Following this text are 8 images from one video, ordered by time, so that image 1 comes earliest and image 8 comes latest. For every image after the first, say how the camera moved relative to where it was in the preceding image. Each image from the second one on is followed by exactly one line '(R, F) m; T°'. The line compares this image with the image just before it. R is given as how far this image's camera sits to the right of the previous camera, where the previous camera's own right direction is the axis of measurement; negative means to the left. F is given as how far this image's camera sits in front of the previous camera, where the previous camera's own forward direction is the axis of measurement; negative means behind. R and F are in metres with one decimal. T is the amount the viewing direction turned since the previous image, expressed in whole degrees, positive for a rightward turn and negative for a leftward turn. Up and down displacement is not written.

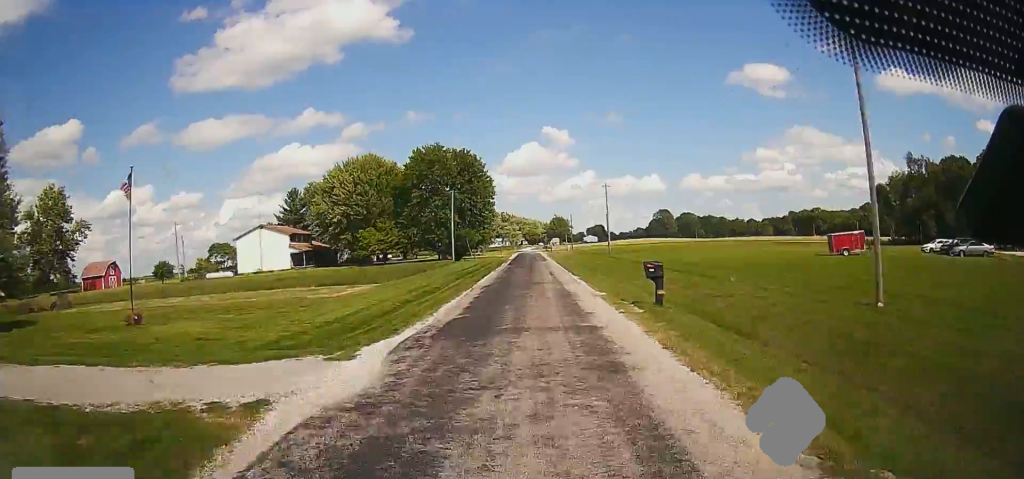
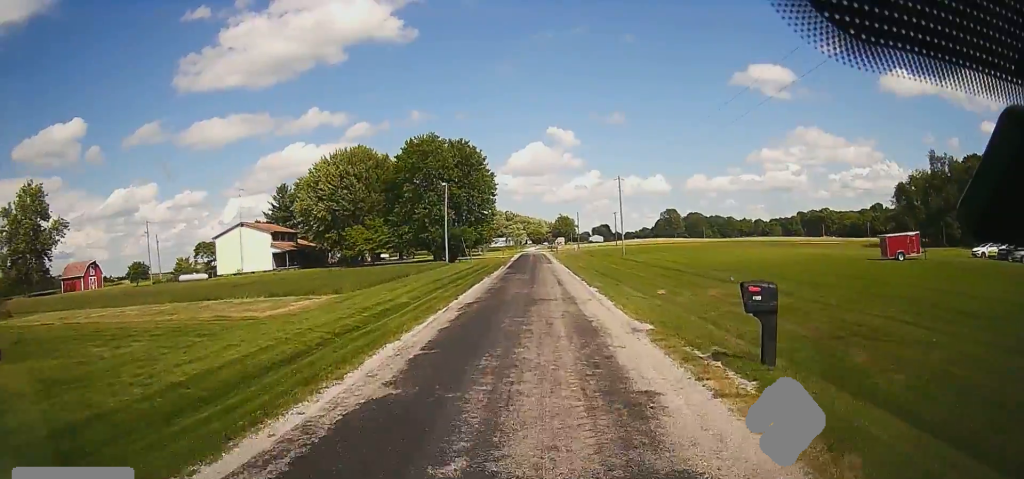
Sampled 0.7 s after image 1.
(0.0, +8.7) m; 0°
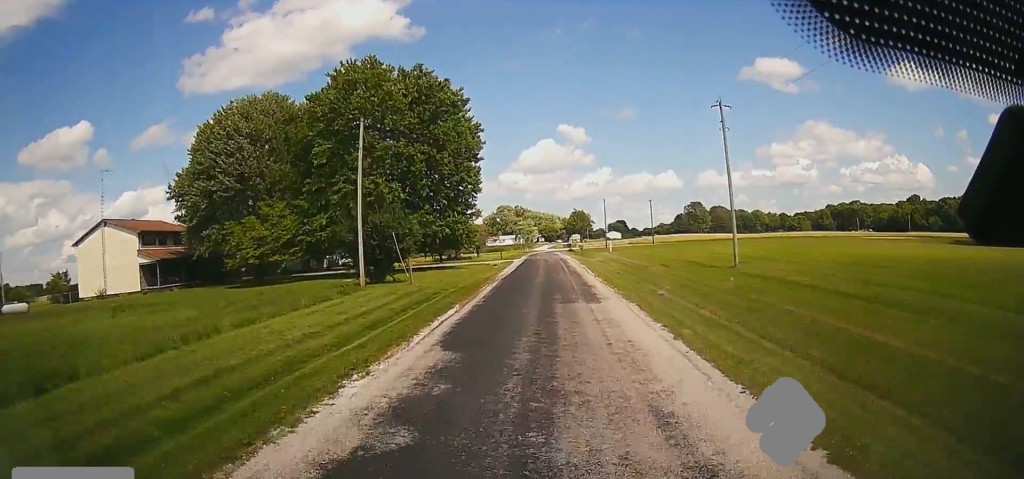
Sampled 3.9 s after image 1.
(0.0, +37.1) m; -1°
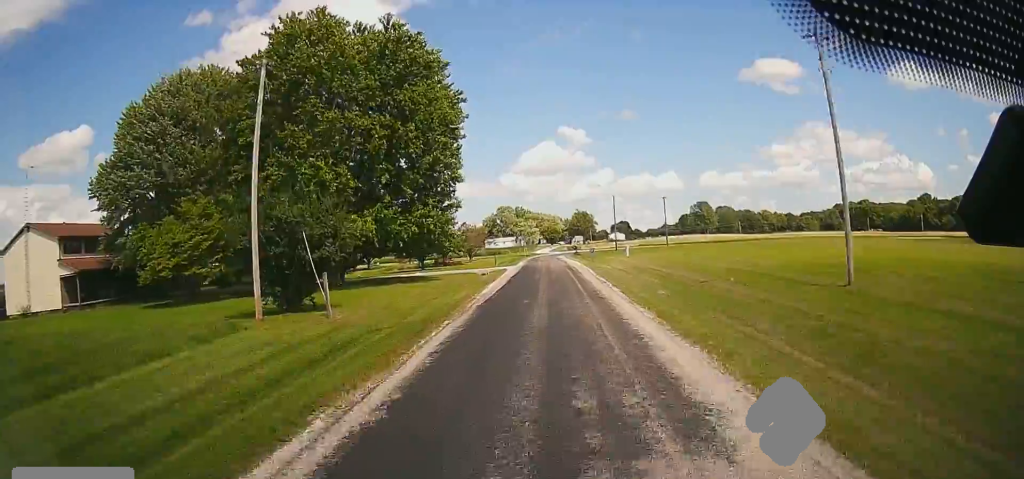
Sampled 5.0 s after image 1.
(-0.2, +12.7) m; -2°
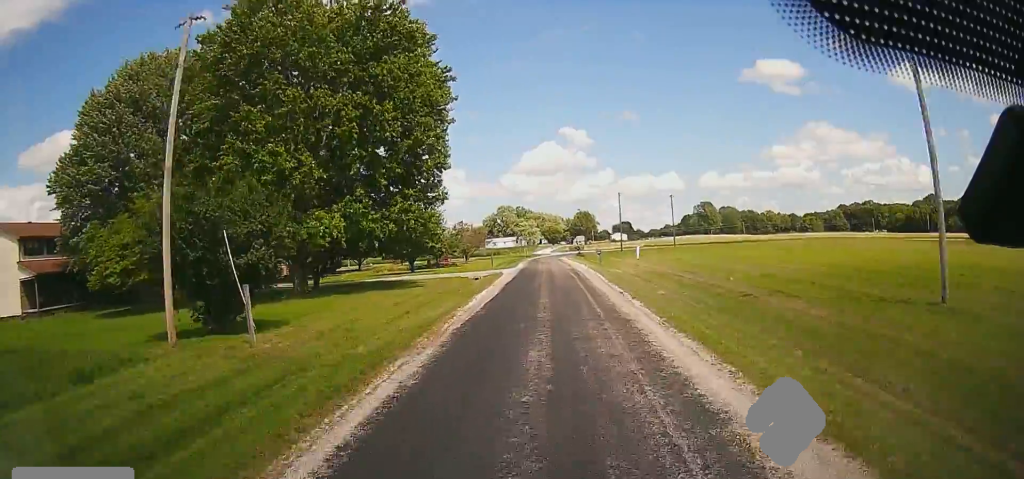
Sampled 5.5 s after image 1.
(0.0, +5.5) m; 0°
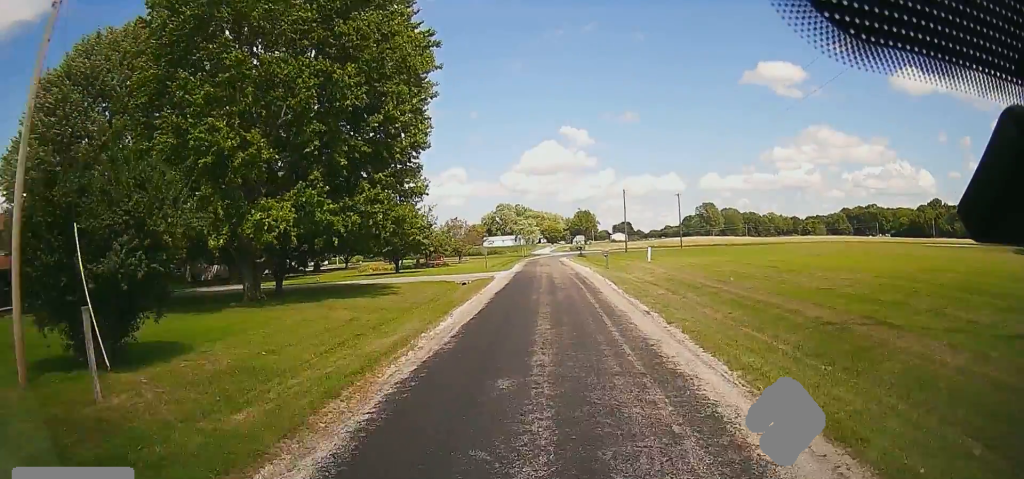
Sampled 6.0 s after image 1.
(0.0, +5.8) m; +1°
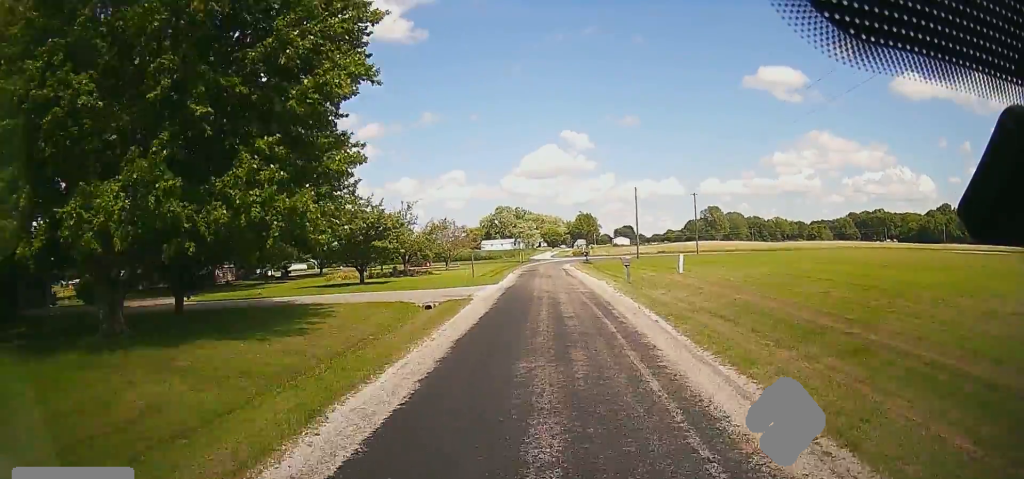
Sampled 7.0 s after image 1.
(+0.2, +10.7) m; +1°
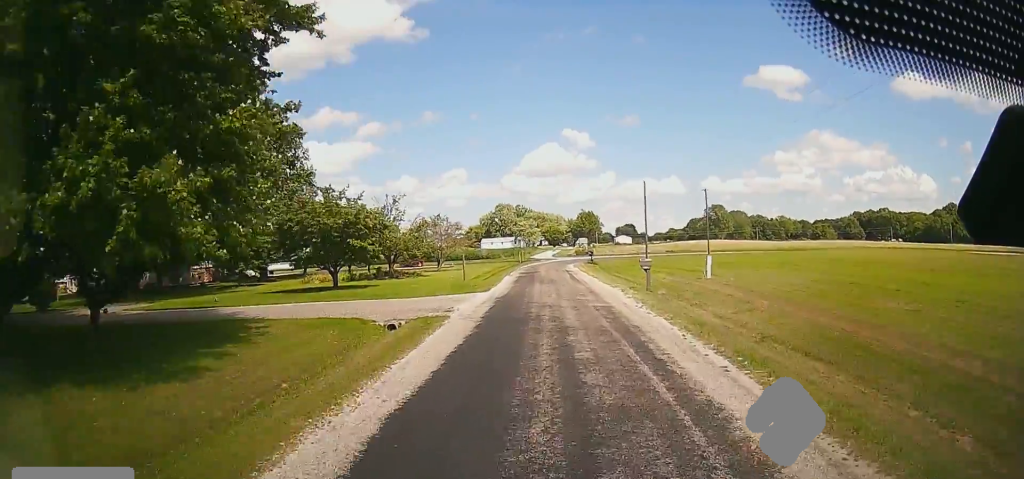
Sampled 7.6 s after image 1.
(0.0, +5.7) m; 0°
